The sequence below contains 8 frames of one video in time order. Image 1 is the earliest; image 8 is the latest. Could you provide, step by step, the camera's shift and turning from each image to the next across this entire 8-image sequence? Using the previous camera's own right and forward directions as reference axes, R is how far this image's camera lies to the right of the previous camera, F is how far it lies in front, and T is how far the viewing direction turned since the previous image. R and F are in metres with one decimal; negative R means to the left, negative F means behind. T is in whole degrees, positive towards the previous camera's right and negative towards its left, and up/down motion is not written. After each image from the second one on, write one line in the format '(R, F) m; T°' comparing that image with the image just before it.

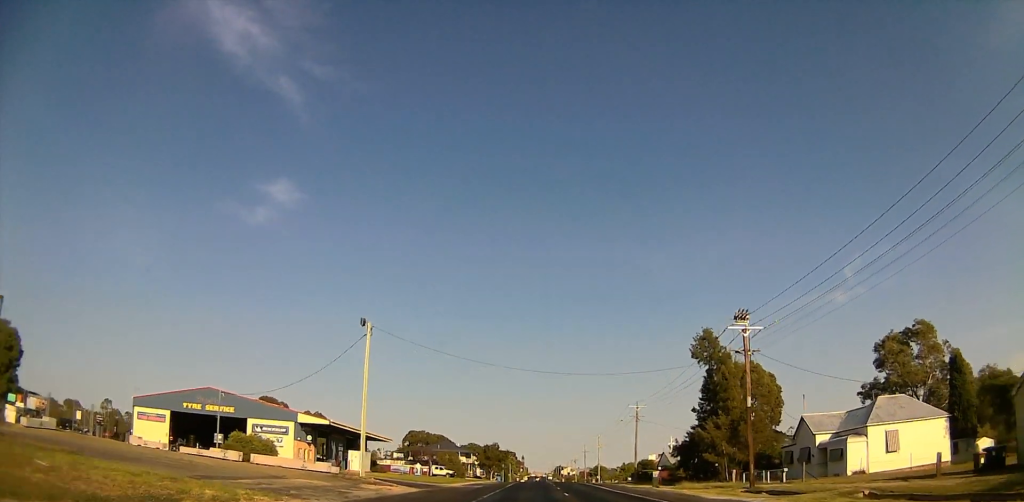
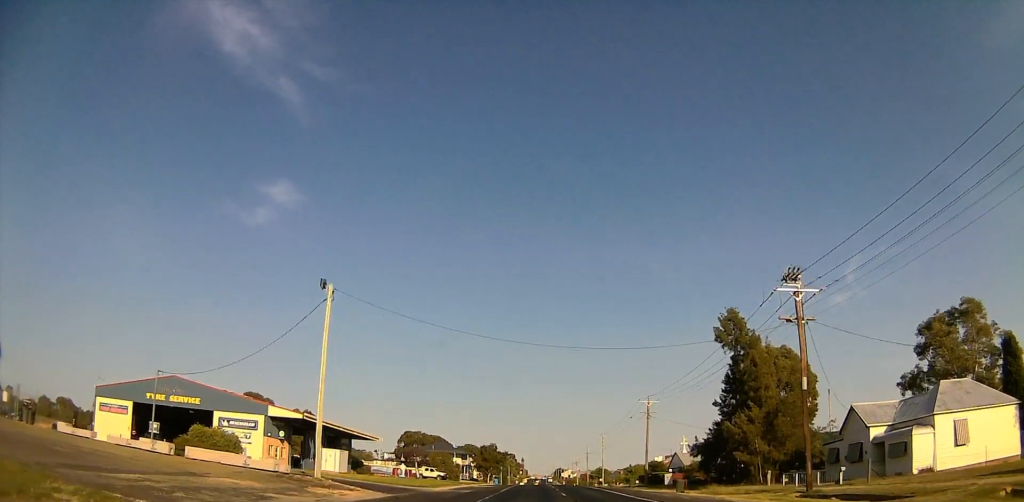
(0.0, +8.9) m; 0°
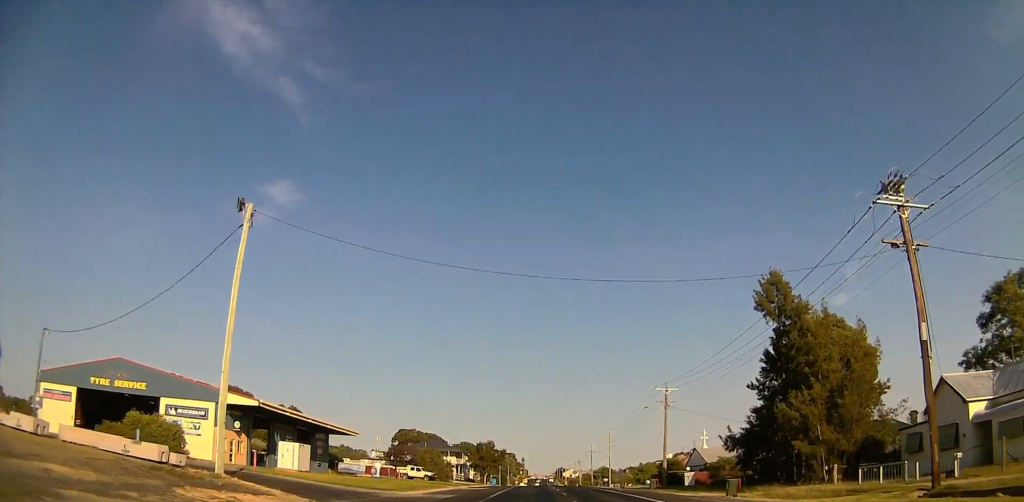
(0.0, +11.2) m; 0°
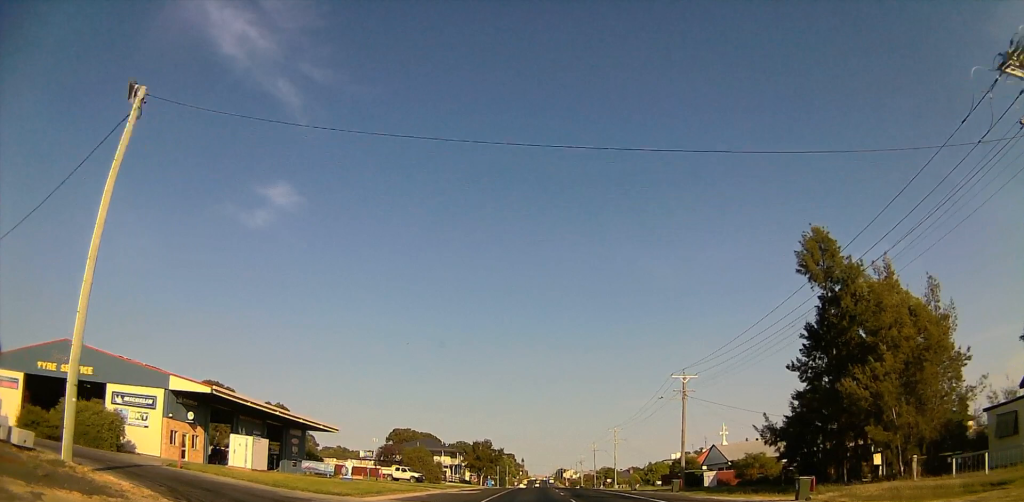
(0.0, +8.8) m; 0°
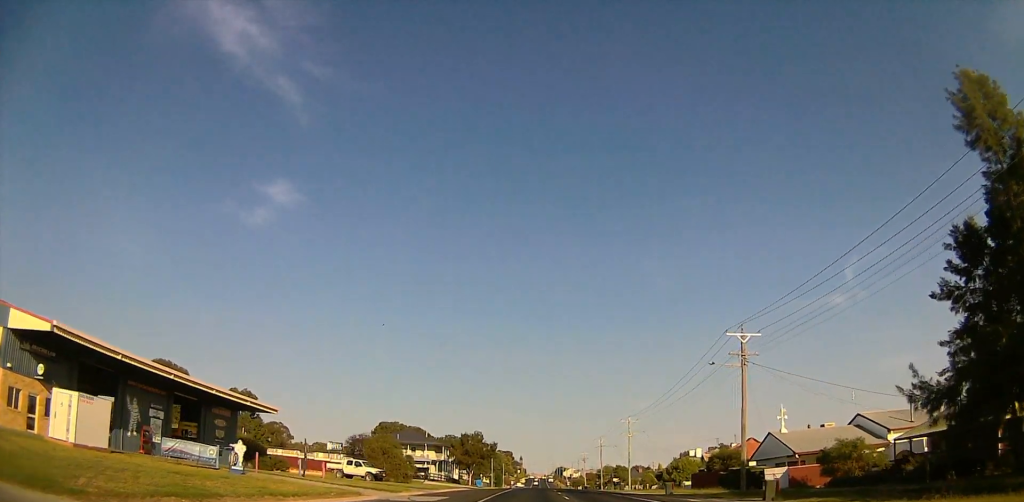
(+0.1, +18.5) m; 0°
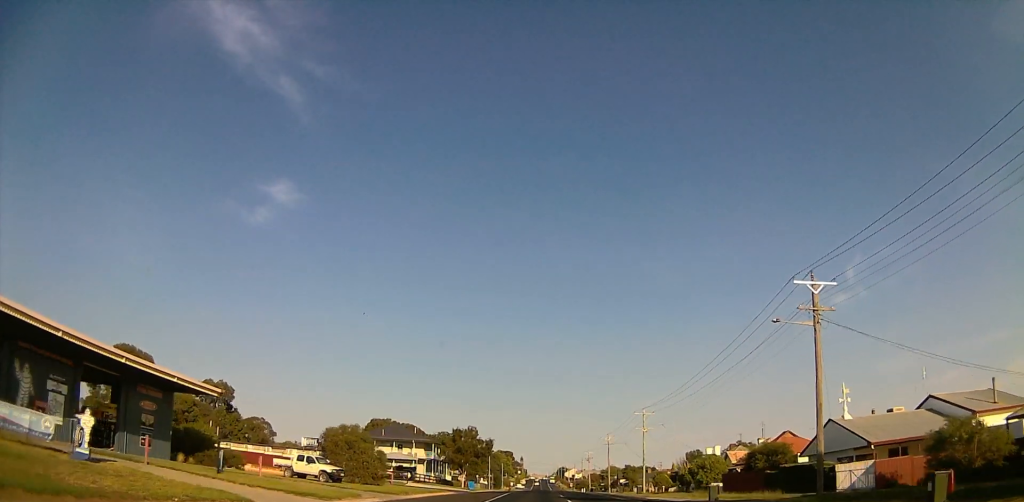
(-0.1, +12.1) m; -1°
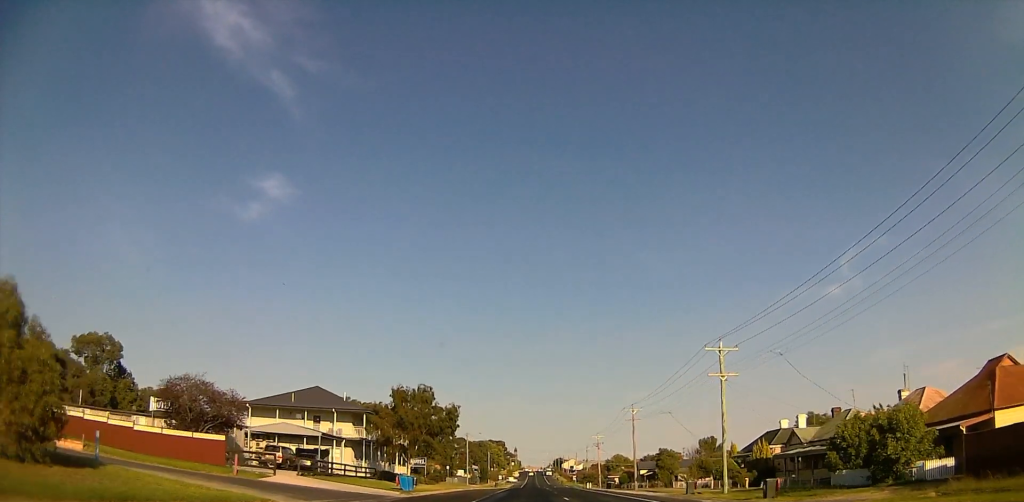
(-2.3, +35.2) m; -3°
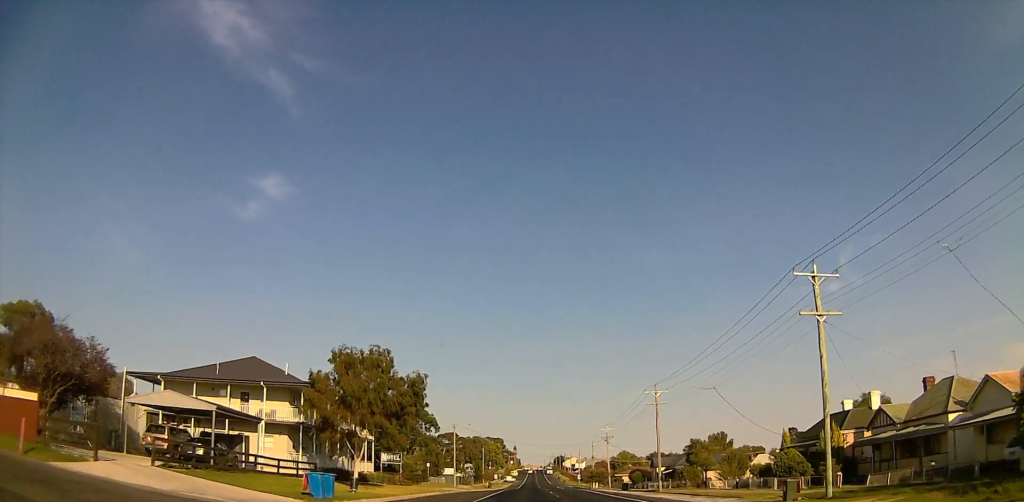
(+1.1, +15.1) m; +4°
